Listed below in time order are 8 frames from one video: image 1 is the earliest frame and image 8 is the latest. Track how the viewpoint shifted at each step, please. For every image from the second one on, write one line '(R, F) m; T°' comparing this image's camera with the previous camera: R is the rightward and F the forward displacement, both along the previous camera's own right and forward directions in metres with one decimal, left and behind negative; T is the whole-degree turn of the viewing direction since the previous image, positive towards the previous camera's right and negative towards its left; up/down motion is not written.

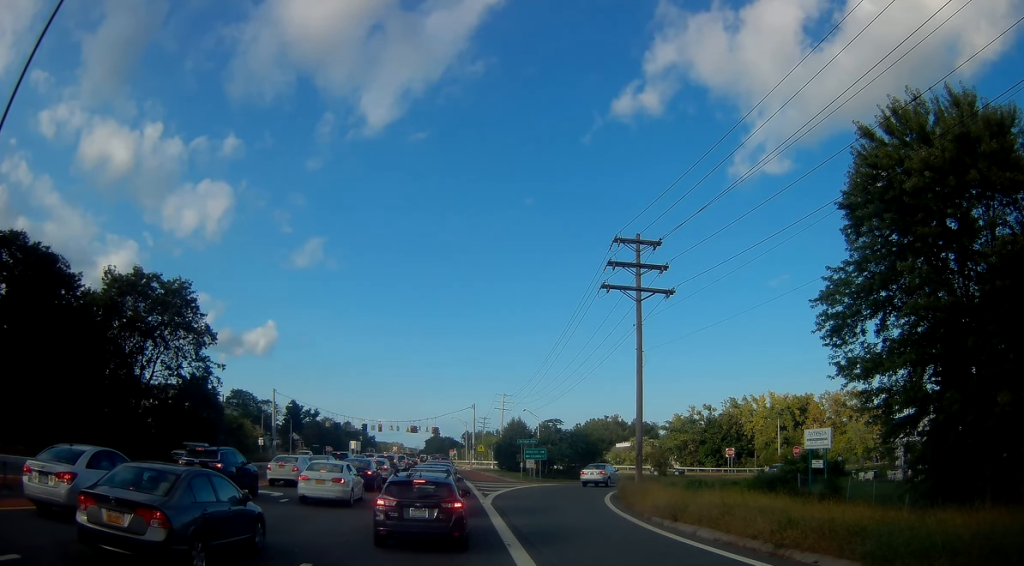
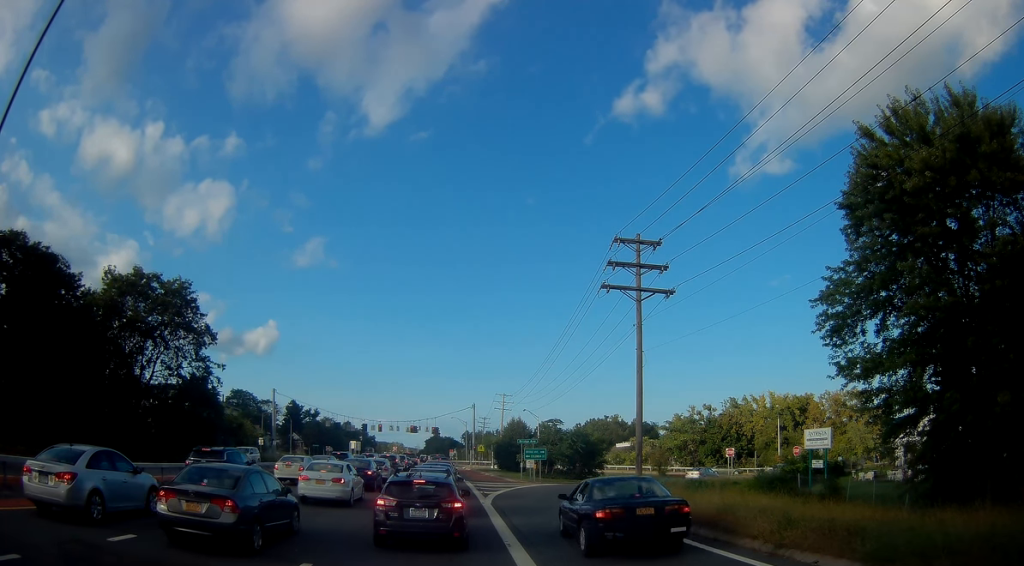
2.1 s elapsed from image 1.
(-0.1, +0.4) m; 0°
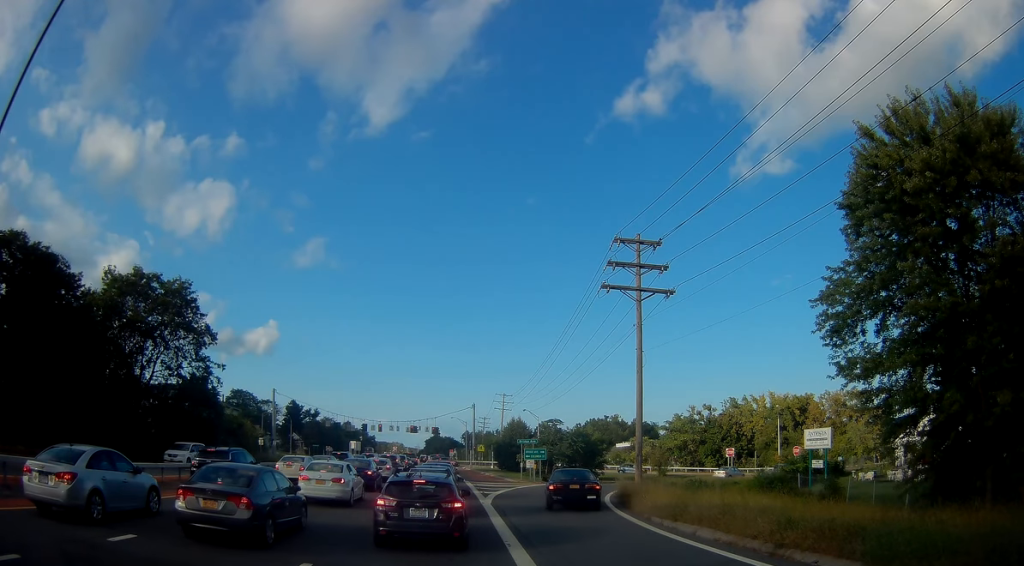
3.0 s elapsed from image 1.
(0.0, 0.0) m; 0°
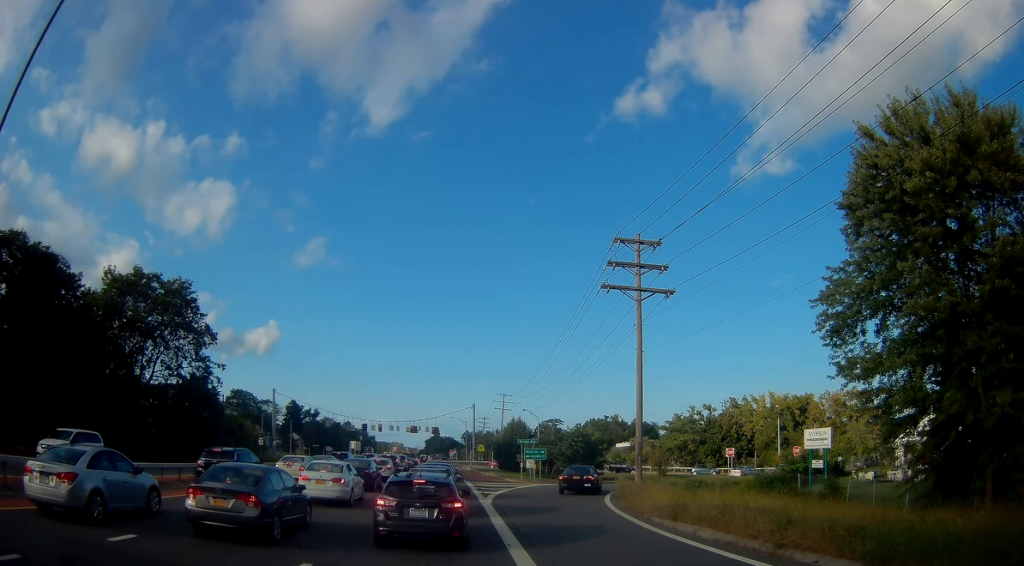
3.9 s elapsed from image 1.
(0.0, 0.0) m; 0°
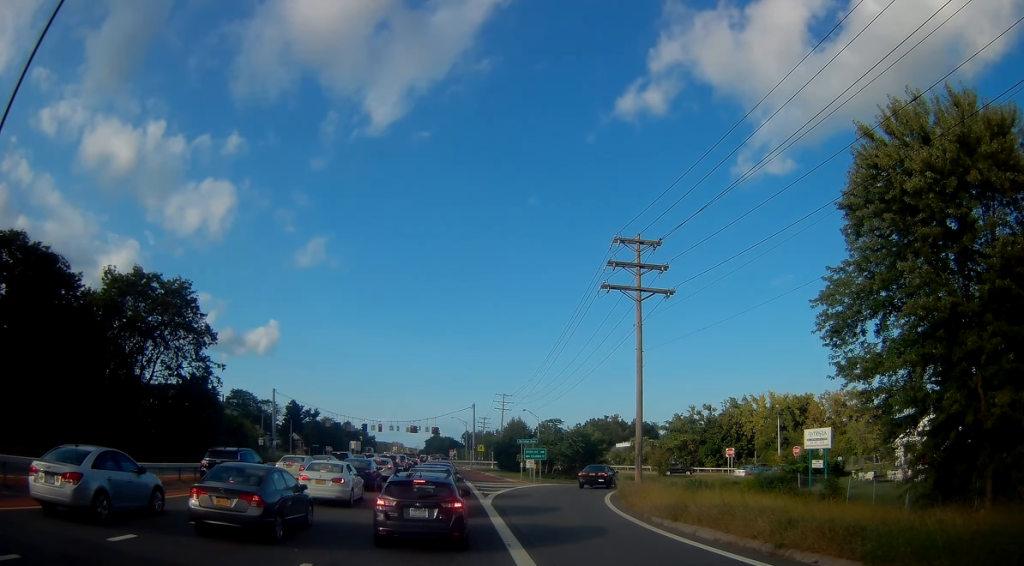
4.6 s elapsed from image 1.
(0.0, 0.0) m; 0°
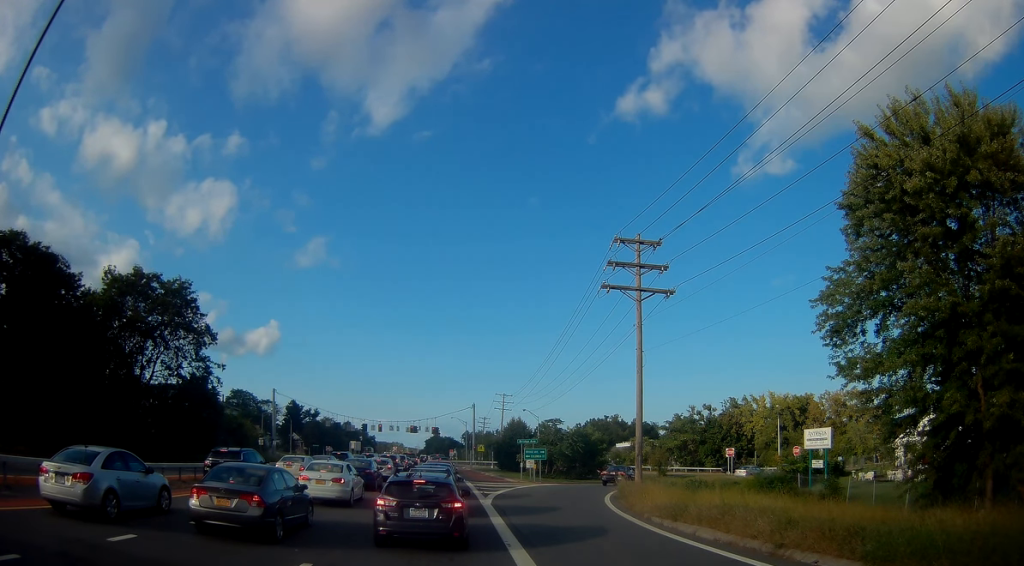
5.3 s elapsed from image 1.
(0.0, 0.0) m; 0°
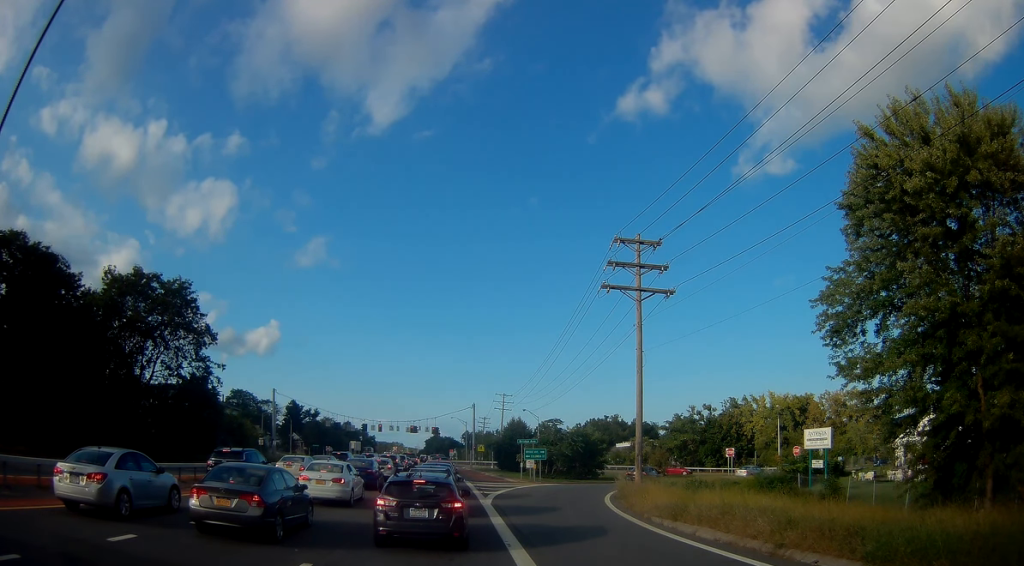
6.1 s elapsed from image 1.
(0.0, 0.0) m; 0°
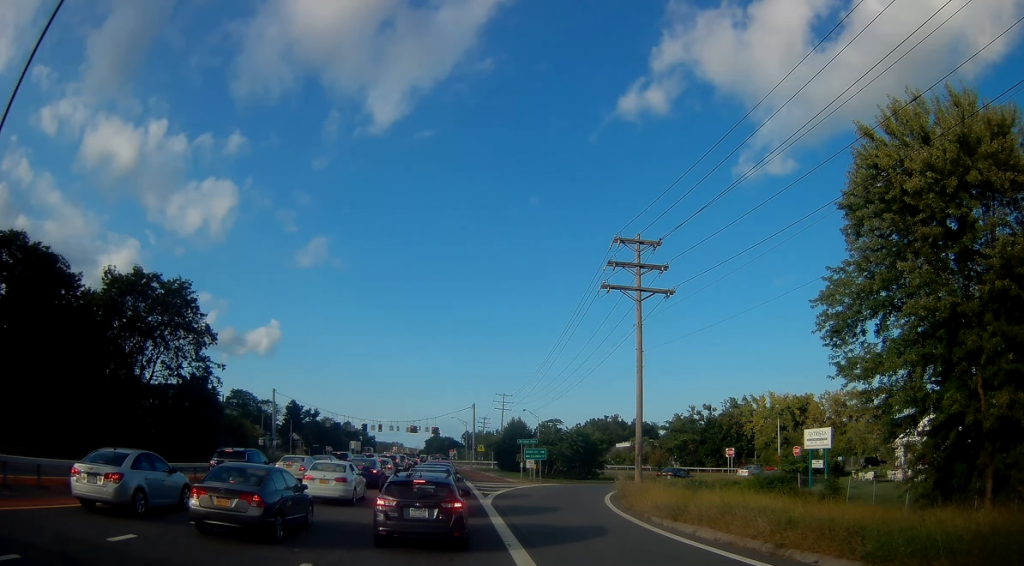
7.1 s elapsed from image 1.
(0.0, 0.0) m; 0°
